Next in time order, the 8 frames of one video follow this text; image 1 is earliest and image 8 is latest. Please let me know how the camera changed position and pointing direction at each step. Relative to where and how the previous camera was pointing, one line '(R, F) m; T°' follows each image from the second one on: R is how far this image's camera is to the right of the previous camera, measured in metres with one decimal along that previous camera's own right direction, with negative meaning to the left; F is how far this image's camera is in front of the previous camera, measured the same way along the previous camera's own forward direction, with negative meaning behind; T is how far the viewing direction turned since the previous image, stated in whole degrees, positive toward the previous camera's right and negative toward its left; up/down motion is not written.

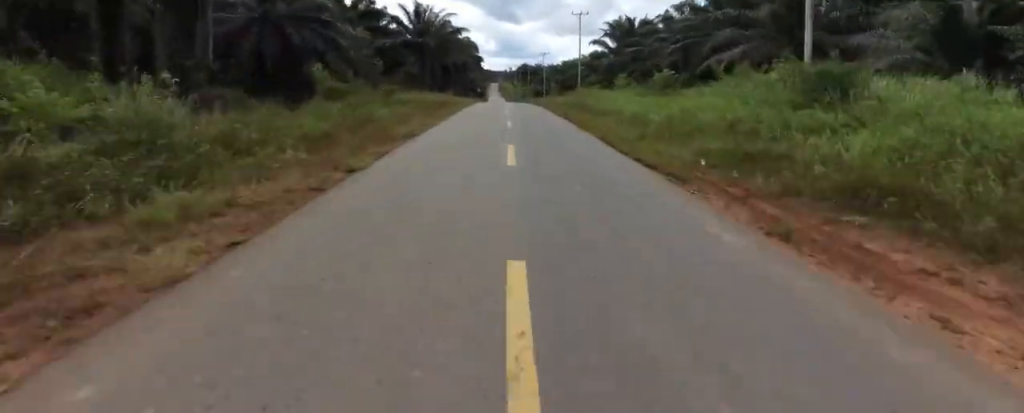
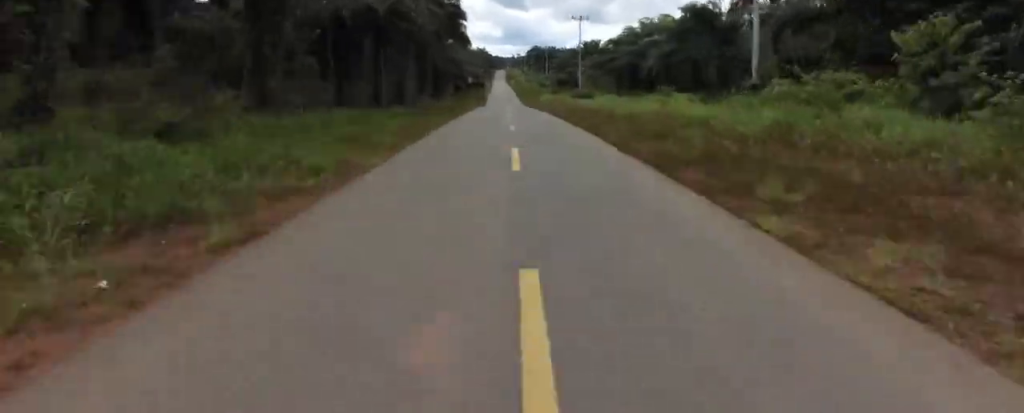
(+0.8, +49.7) m; +1°
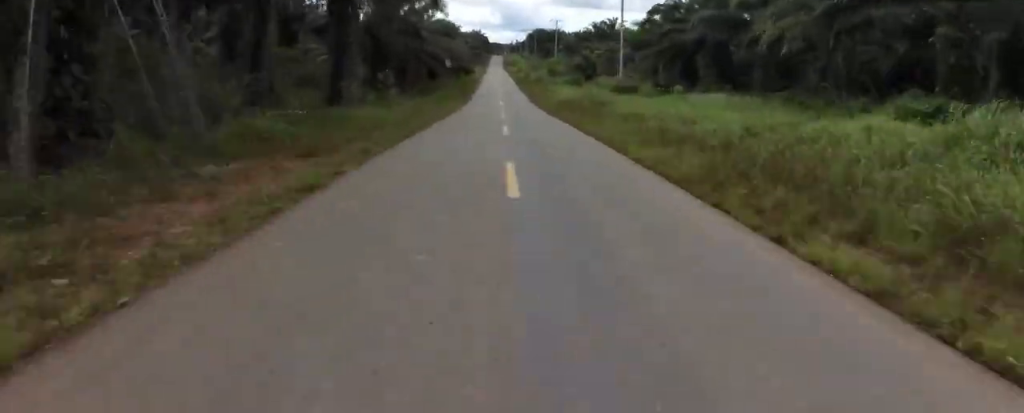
(-0.7, +26.4) m; 0°
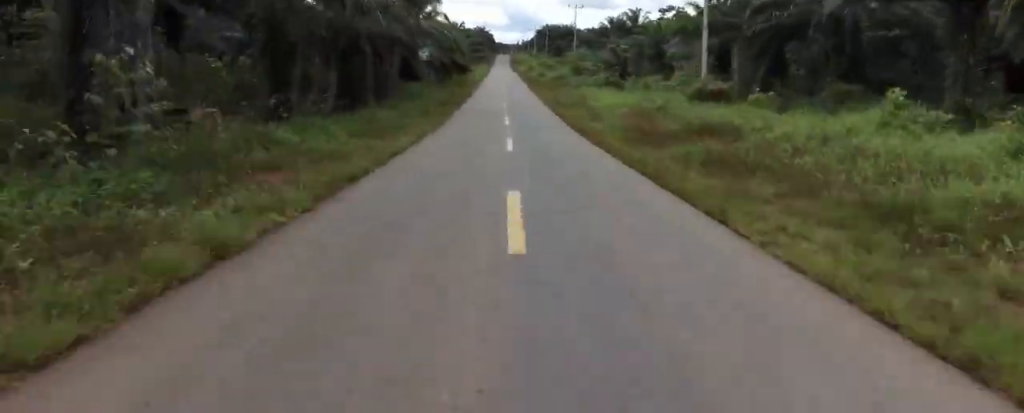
(+0.2, +17.9) m; 0°
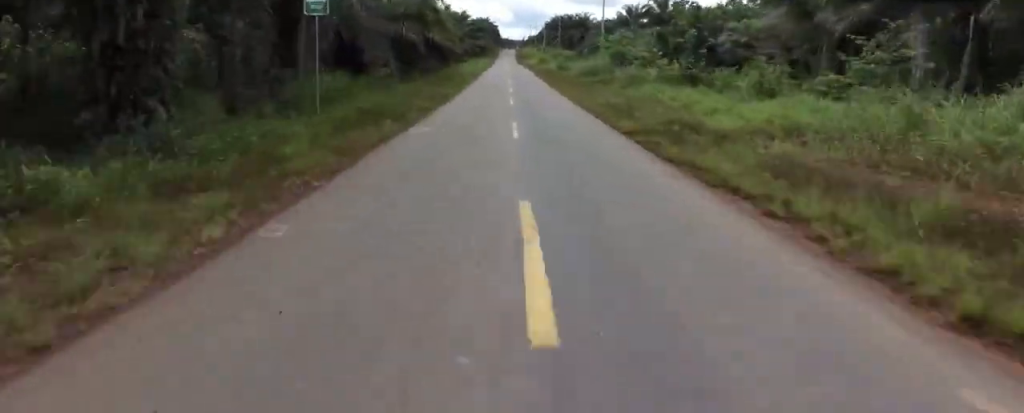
(+0.4, +18.8) m; -1°
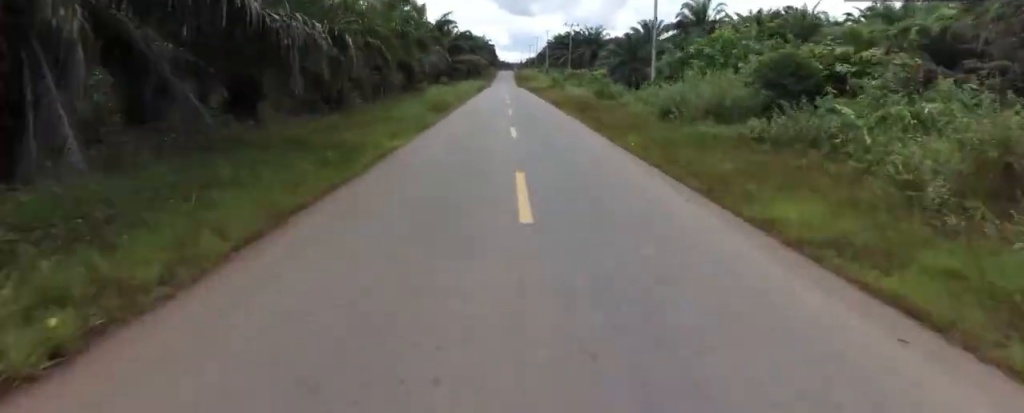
(-0.6, +21.8) m; -3°
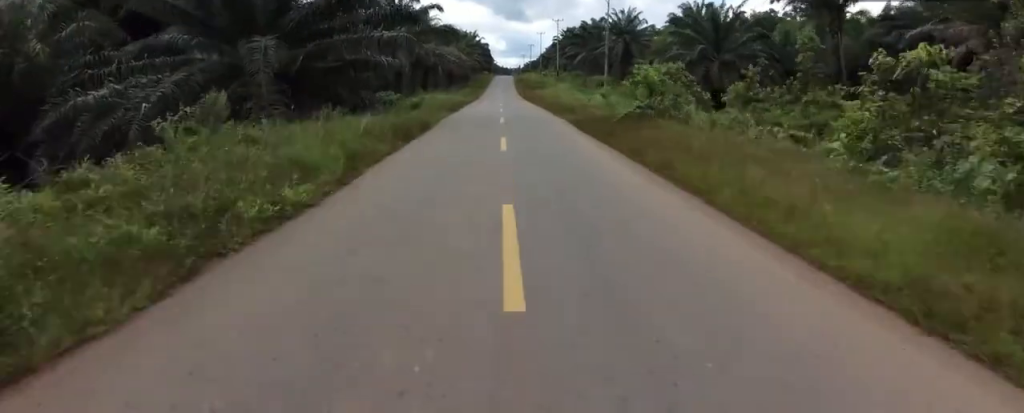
(-1.0, +33.4) m; +2°
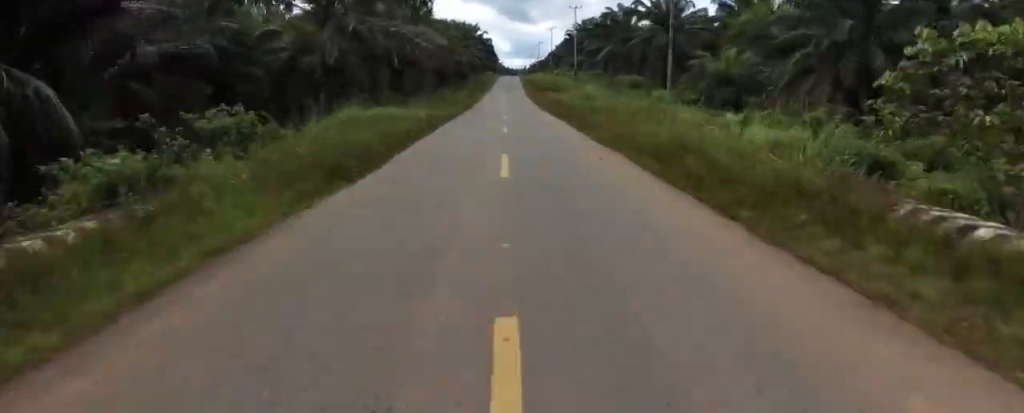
(+1.3, +19.7) m; +1°
